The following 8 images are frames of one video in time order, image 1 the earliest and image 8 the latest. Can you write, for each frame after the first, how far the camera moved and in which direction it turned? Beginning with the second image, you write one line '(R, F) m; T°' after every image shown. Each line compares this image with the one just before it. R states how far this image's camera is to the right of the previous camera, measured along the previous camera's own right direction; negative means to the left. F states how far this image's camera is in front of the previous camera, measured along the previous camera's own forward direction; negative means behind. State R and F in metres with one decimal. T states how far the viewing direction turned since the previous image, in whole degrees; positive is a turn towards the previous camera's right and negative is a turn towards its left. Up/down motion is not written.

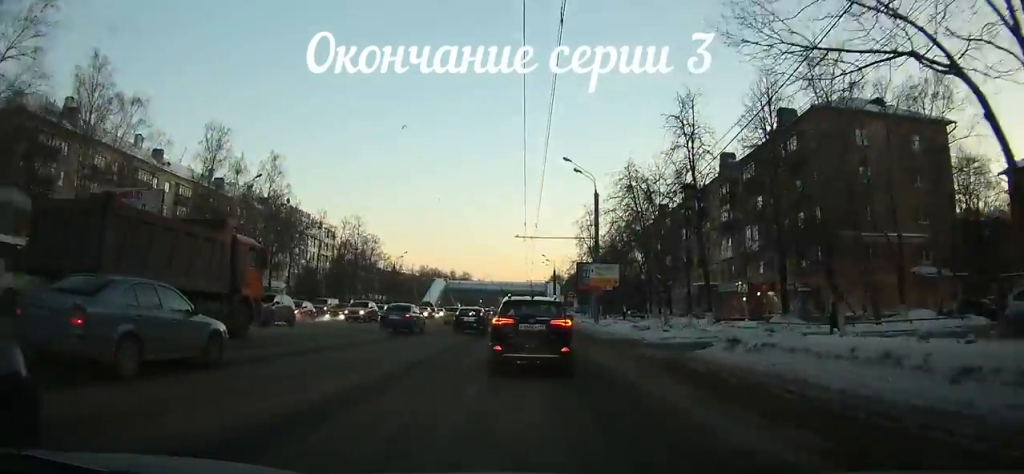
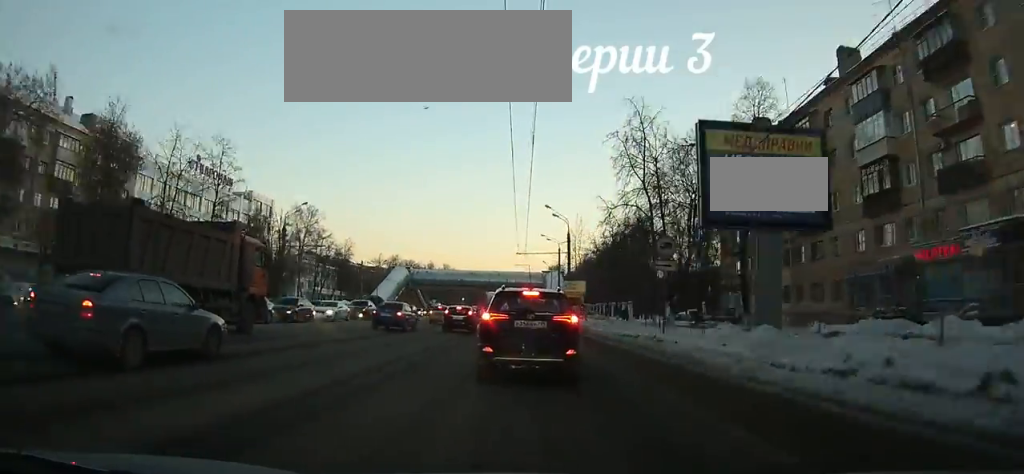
(0.0, +41.1) m; 0°
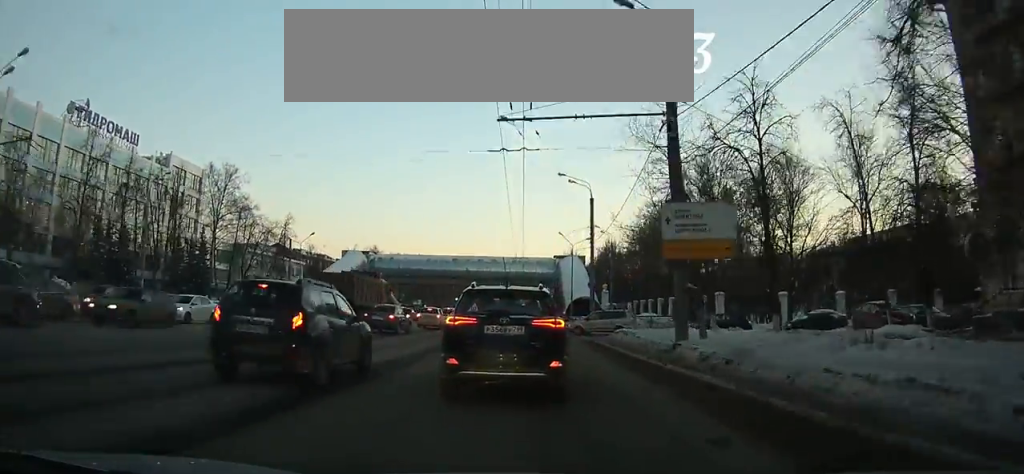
(-0.2, +39.6) m; 0°
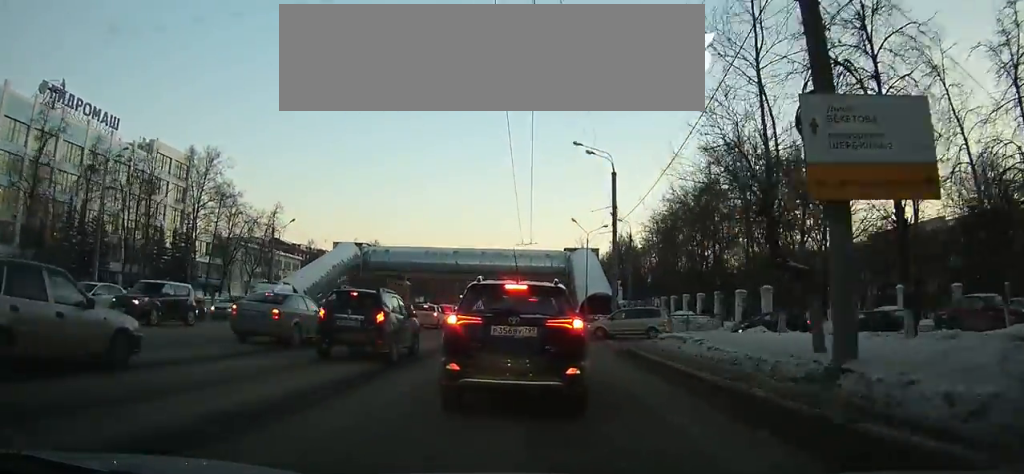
(0.0, +8.7) m; 0°
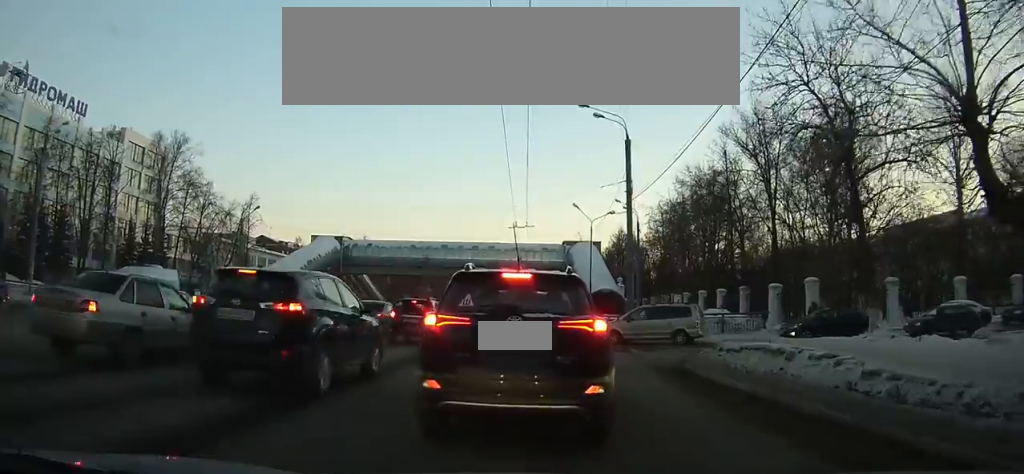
(+0.1, +8.0) m; +3°
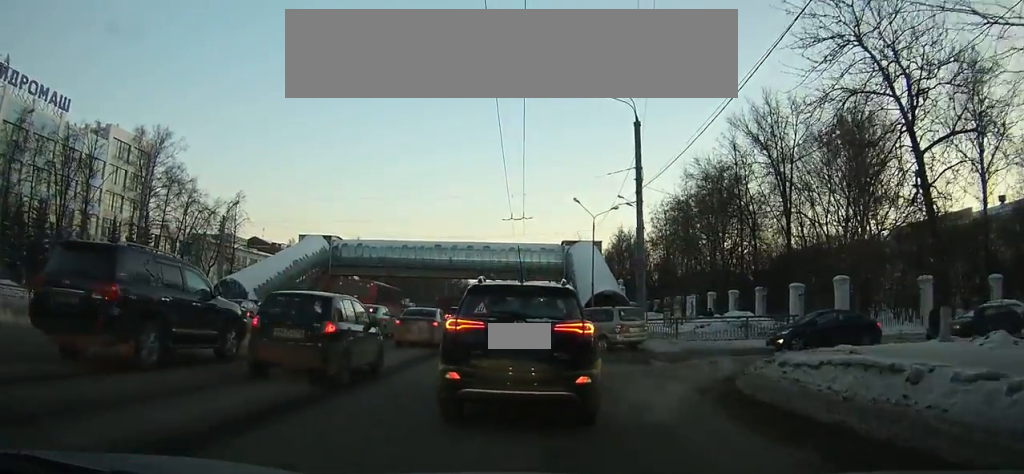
(+0.3, +11.1) m; -1°
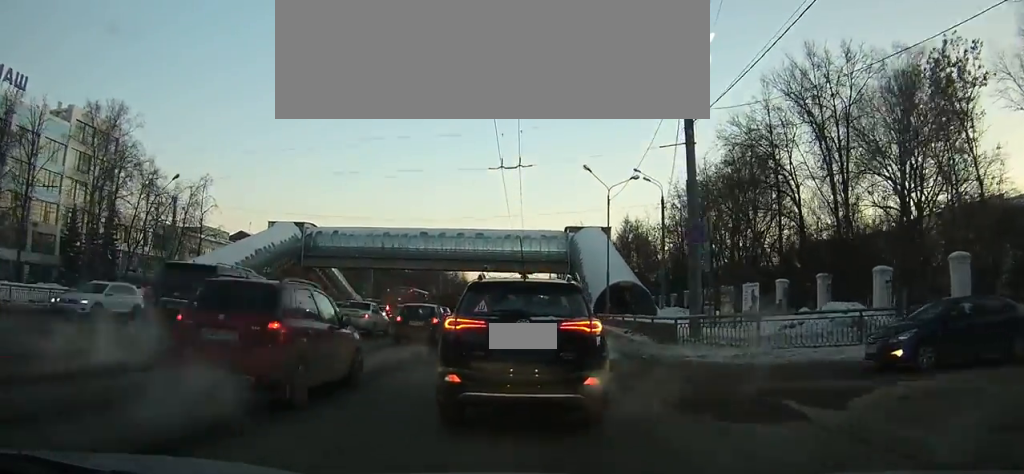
(-0.2, +9.2) m; -1°
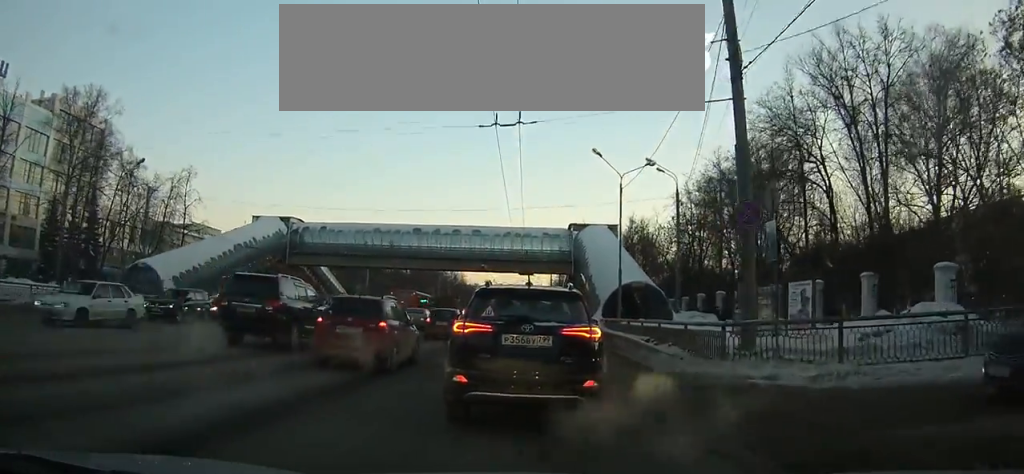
(0.0, +5.2) m; 0°
